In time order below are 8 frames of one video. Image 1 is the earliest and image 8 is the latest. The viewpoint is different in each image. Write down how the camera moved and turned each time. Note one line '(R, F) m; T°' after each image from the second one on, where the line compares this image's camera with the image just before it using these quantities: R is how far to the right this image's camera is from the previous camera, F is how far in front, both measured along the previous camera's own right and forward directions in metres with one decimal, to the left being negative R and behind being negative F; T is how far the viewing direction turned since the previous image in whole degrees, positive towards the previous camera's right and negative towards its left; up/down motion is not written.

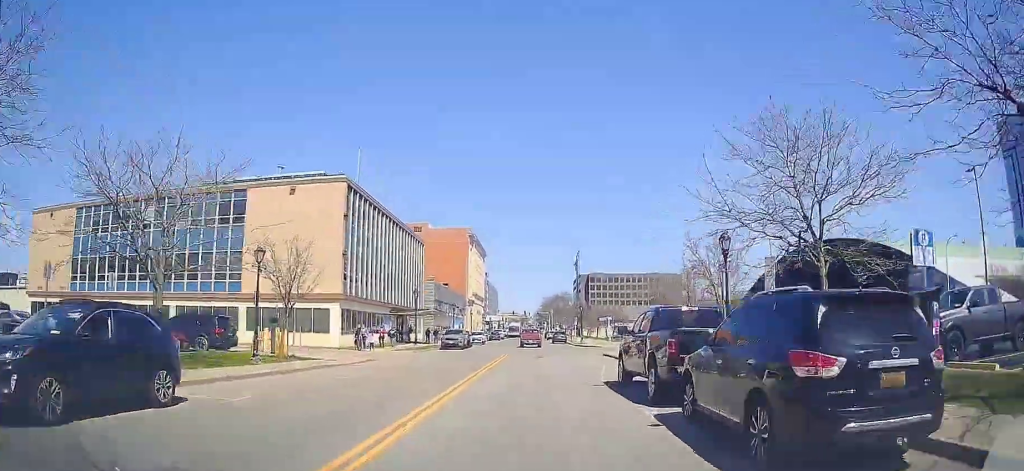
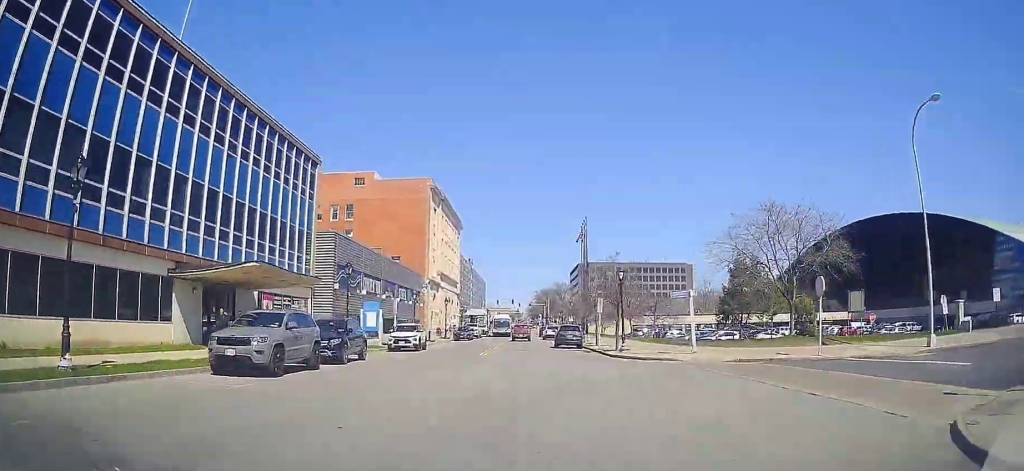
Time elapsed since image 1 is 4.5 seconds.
(+1.1, +35.6) m; +2°
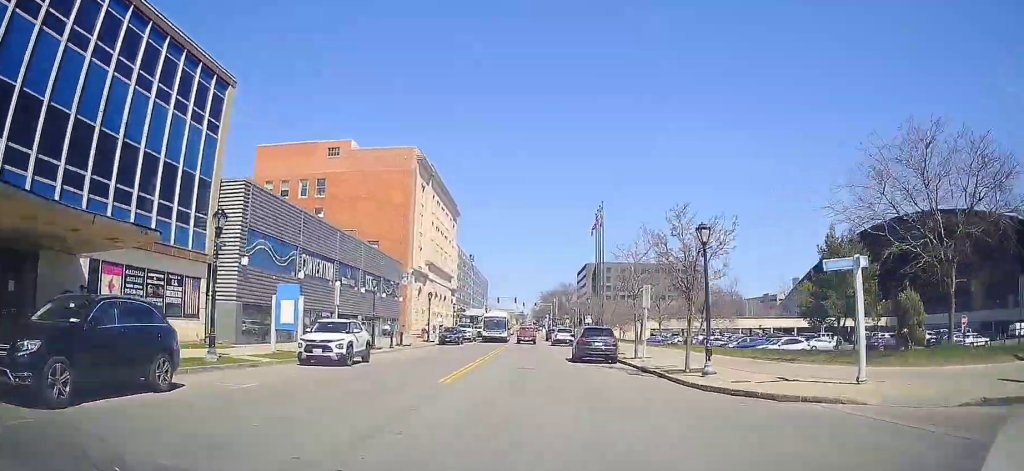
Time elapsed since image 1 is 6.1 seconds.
(0.0, +14.1) m; -1°
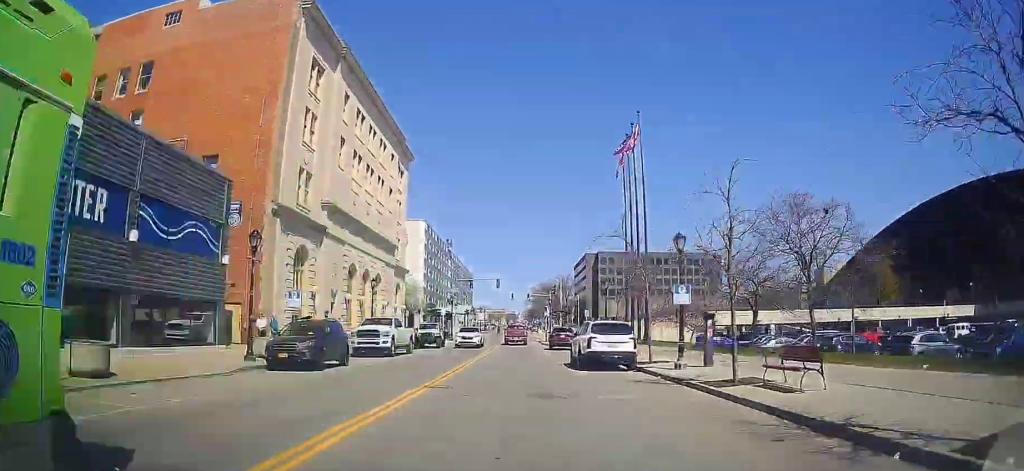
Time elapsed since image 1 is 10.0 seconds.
(-0.5, +33.1) m; -2°
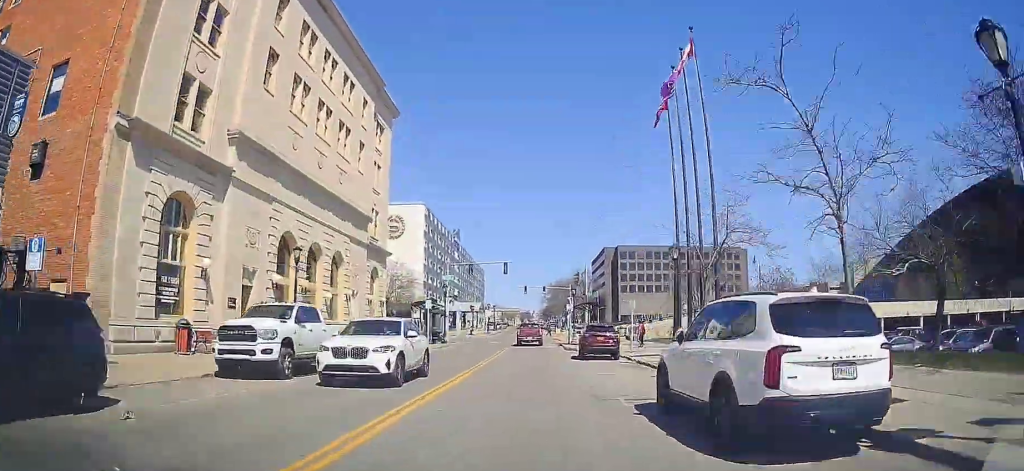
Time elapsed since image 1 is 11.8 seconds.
(-0.1, +14.0) m; -1°
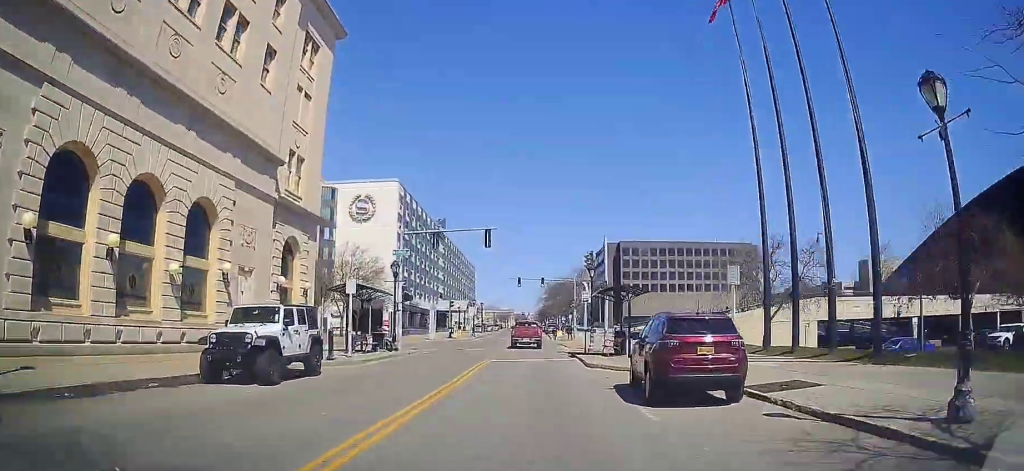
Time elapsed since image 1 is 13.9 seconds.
(-0.1, +15.7) m; 0°
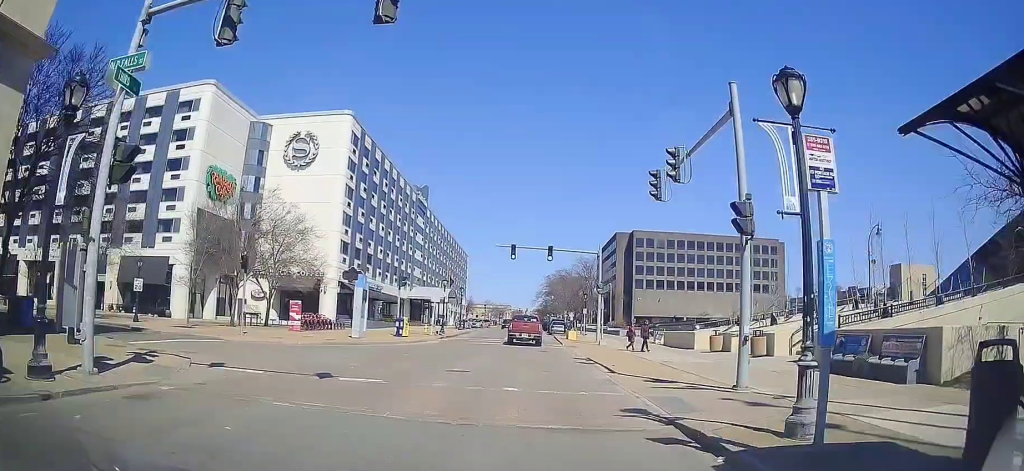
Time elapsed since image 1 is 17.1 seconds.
(+0.1, +22.6) m; +1°
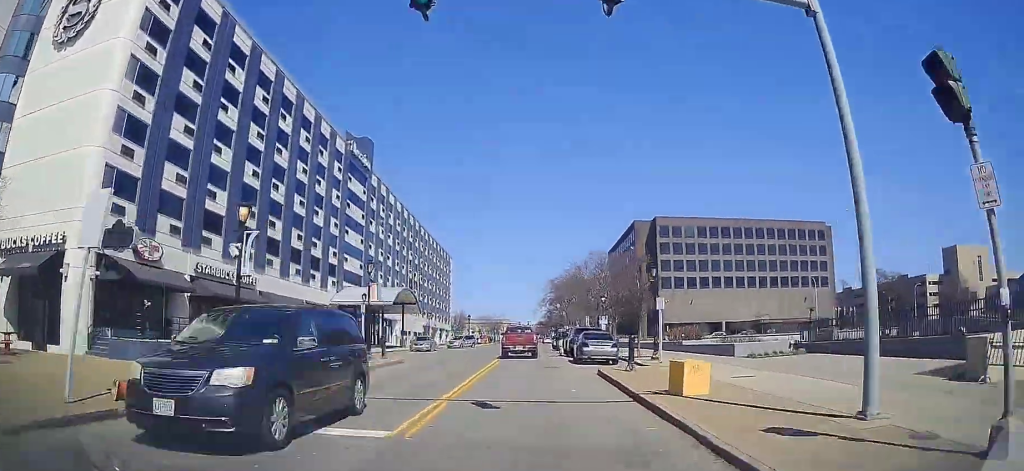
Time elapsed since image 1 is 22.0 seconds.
(+0.5, +32.7) m; +1°
